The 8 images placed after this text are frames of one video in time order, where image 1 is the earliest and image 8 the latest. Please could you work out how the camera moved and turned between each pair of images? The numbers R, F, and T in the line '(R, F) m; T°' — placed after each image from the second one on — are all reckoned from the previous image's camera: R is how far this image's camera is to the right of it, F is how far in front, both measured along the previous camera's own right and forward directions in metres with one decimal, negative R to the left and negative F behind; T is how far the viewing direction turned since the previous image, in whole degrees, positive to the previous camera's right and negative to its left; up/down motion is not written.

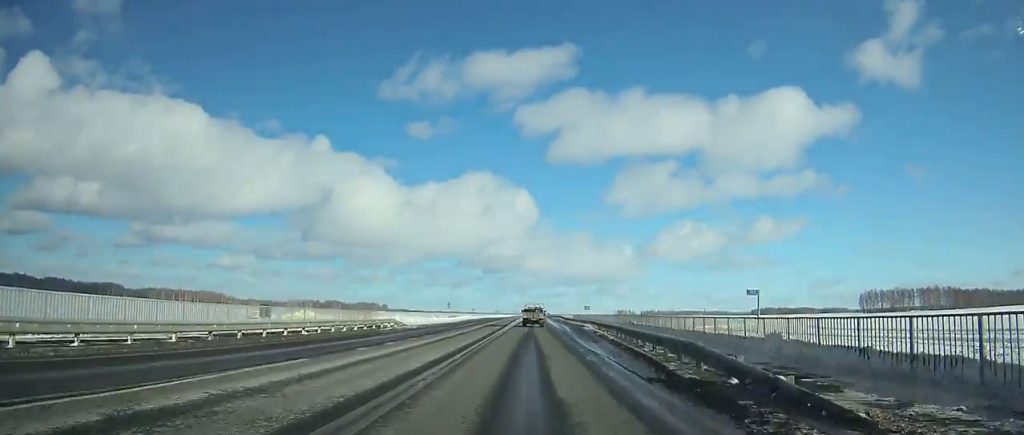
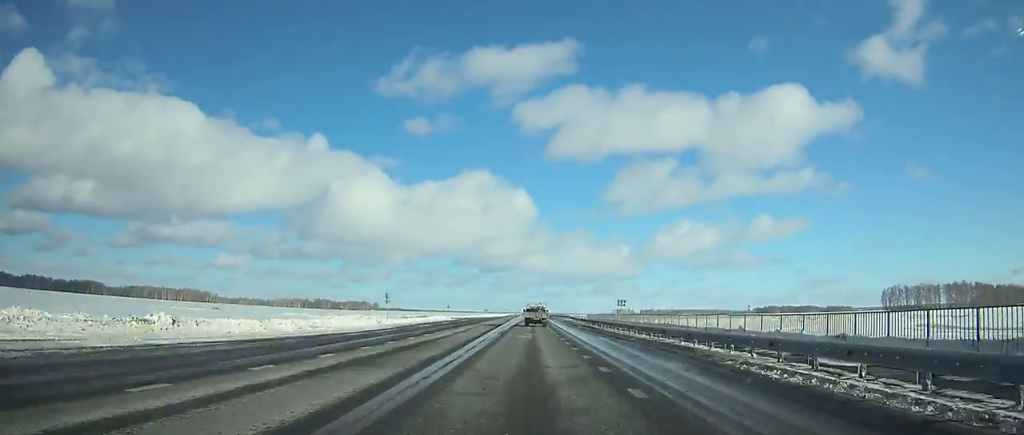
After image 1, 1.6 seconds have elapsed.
(-0.2, +41.0) m; 0°
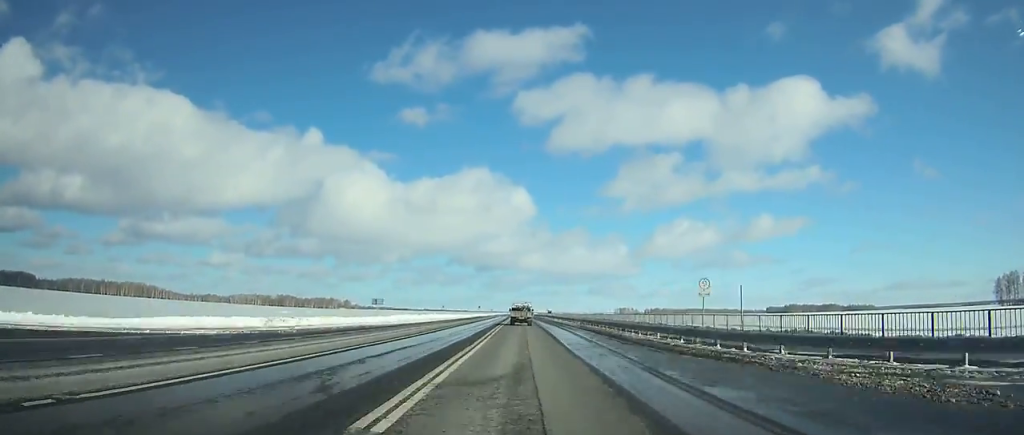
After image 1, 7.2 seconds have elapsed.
(+0.9, +141.8) m; 0°
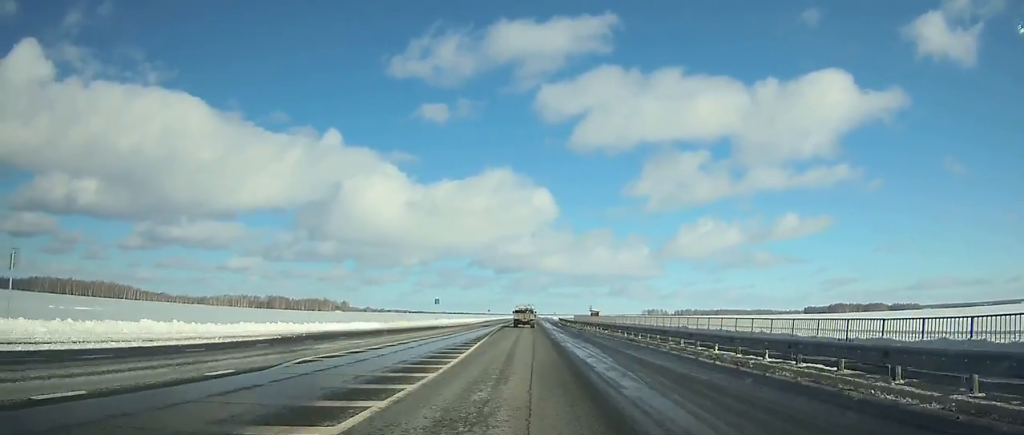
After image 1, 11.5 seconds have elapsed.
(-1.3, +116.4) m; -1°
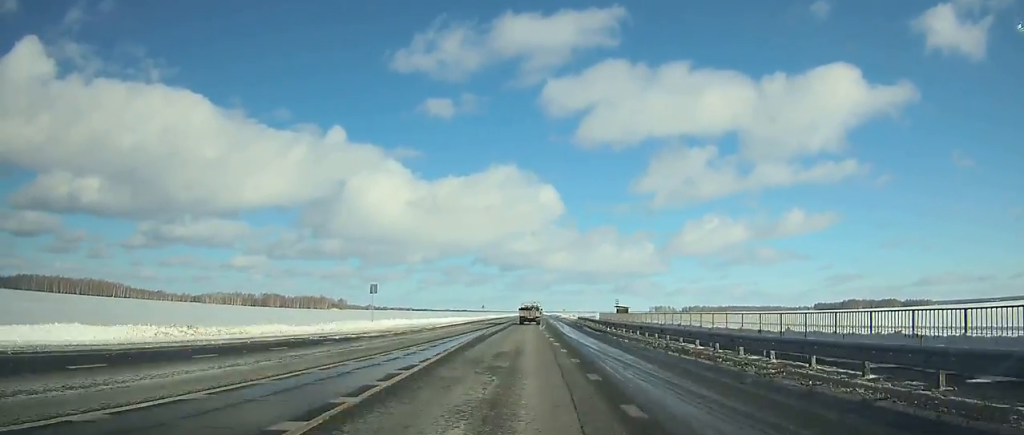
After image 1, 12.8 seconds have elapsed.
(-0.4, +35.9) m; 0°
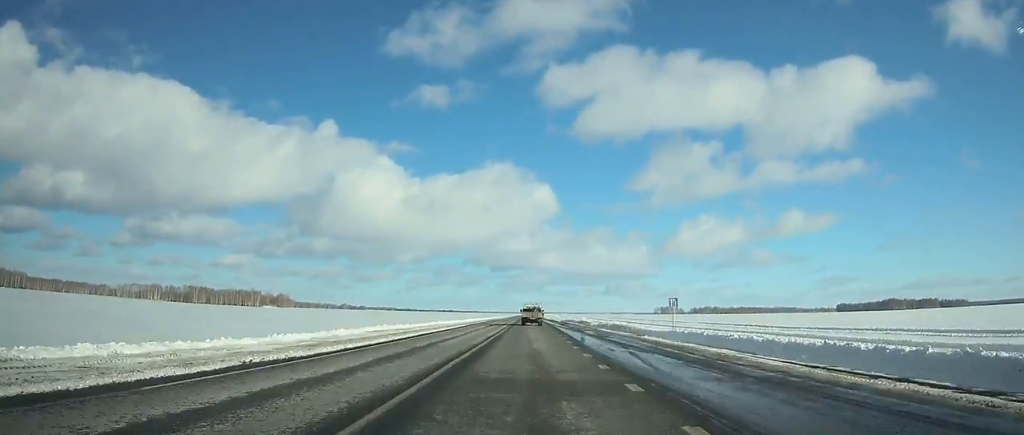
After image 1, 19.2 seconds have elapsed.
(+0.2, +177.2) m; +1°
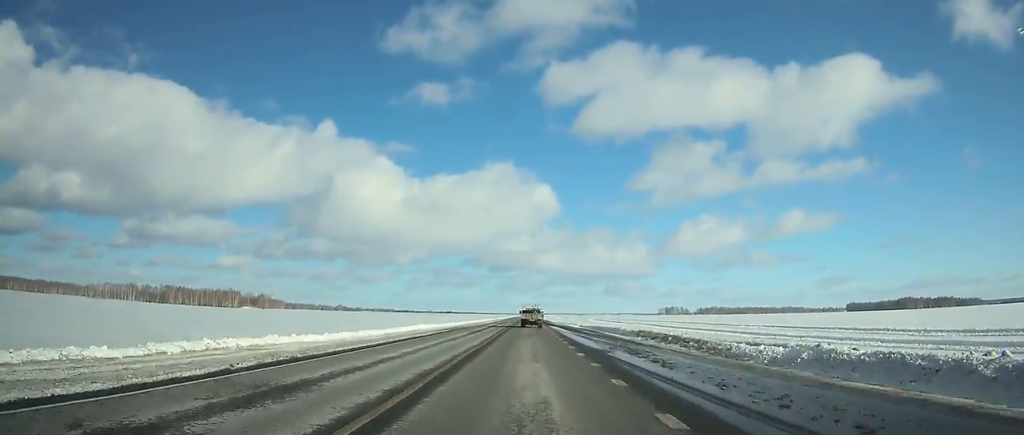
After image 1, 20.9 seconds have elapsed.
(+0.1, +47.8) m; 0°
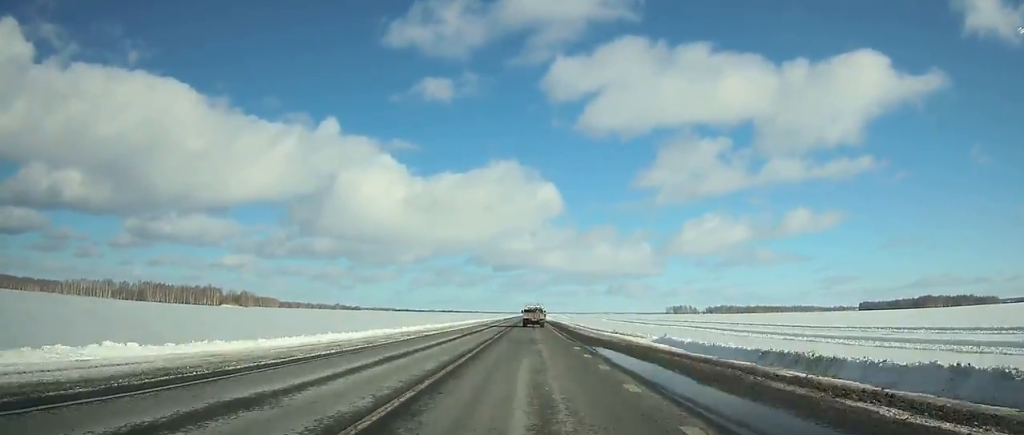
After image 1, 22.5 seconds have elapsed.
(0.0, +45.1) m; 0°
